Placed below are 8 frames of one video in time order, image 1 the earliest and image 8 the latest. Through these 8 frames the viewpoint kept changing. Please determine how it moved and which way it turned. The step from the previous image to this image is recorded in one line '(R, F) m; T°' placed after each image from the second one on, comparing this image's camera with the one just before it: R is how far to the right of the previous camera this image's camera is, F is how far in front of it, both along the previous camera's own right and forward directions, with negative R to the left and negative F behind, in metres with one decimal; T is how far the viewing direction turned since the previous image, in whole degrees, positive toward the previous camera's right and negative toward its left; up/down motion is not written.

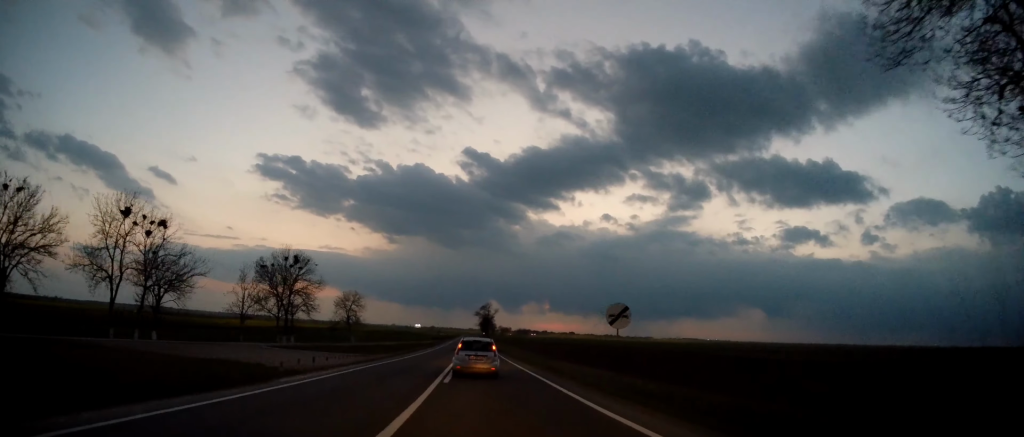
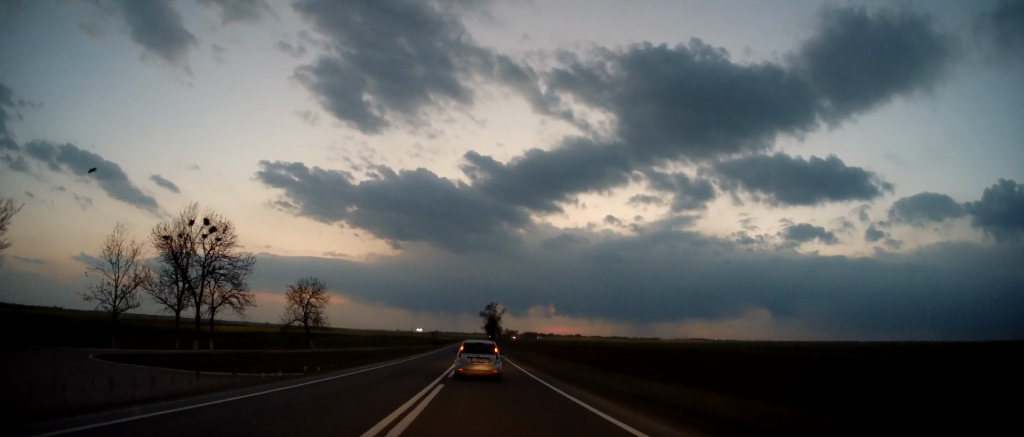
(-1.0, +23.0) m; -3°
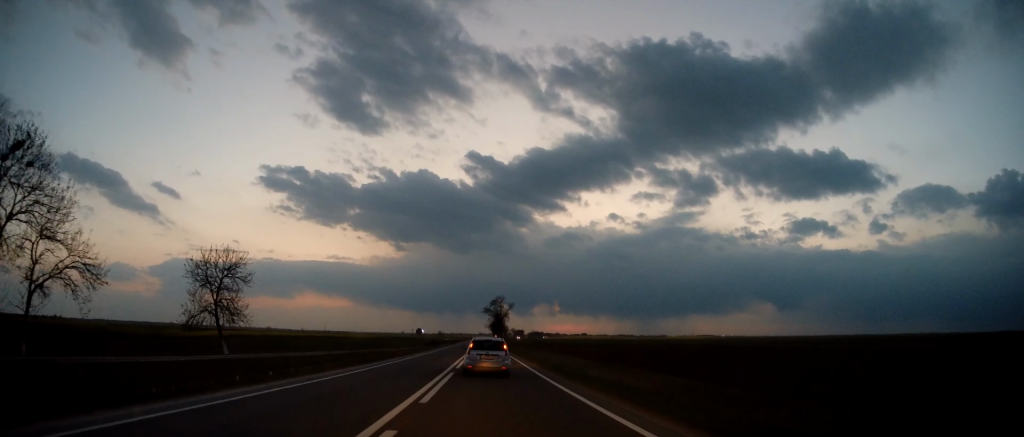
(-0.1, +23.2) m; +1°
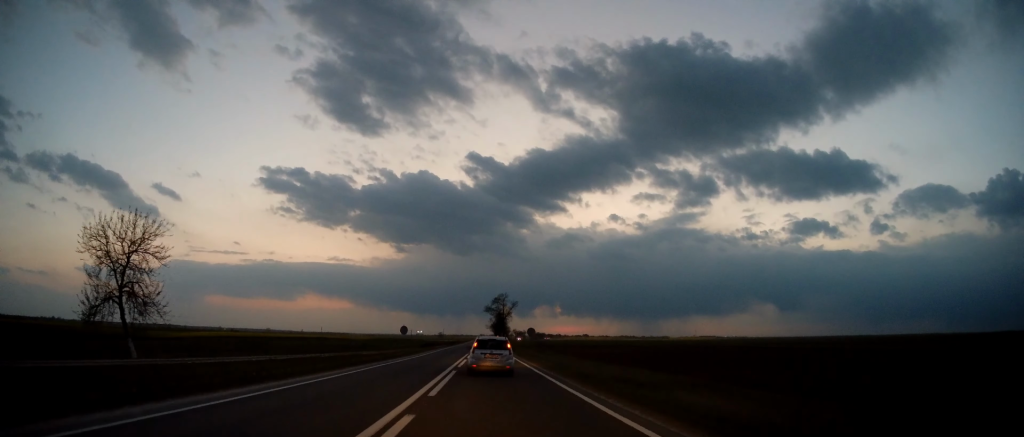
(+0.3, +12.5) m; 0°
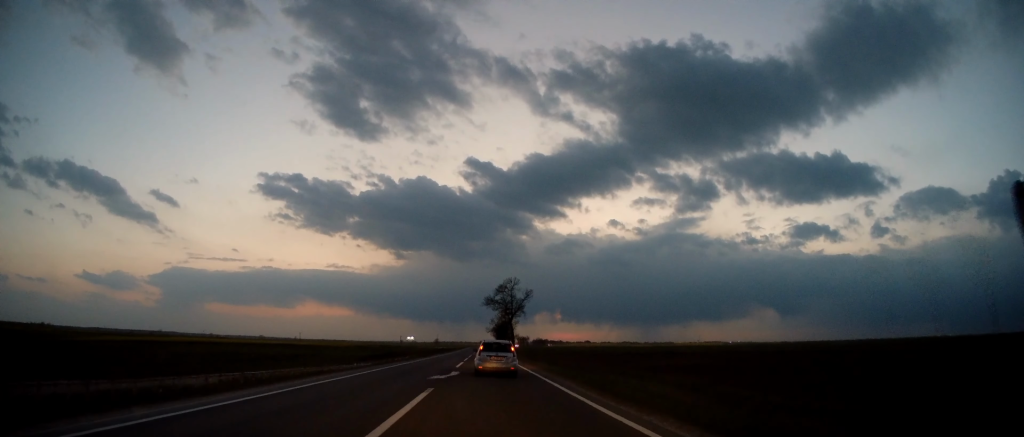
(-0.7, +46.8) m; 0°
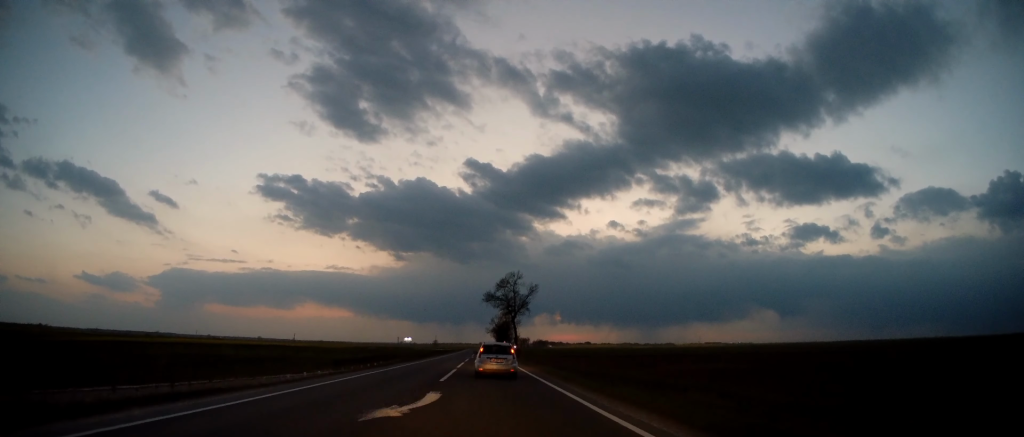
(-0.1, +10.1) m; +1°
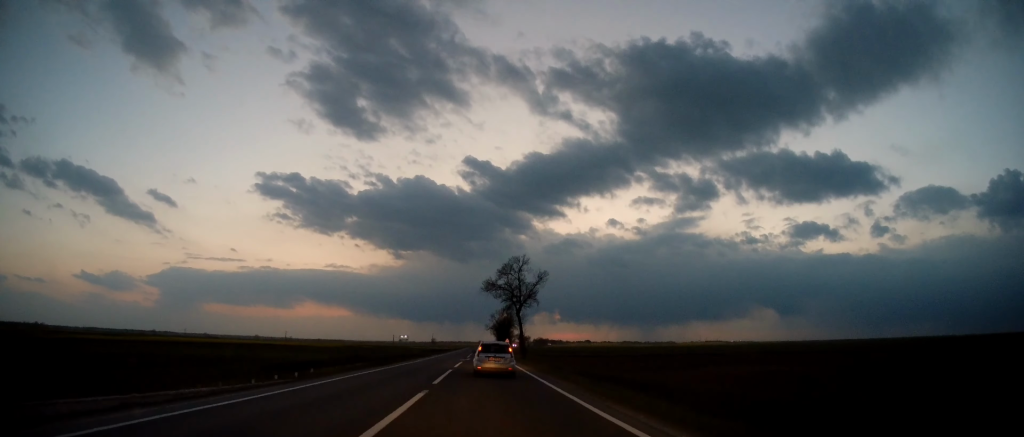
(+0.4, +14.7) m; 0°
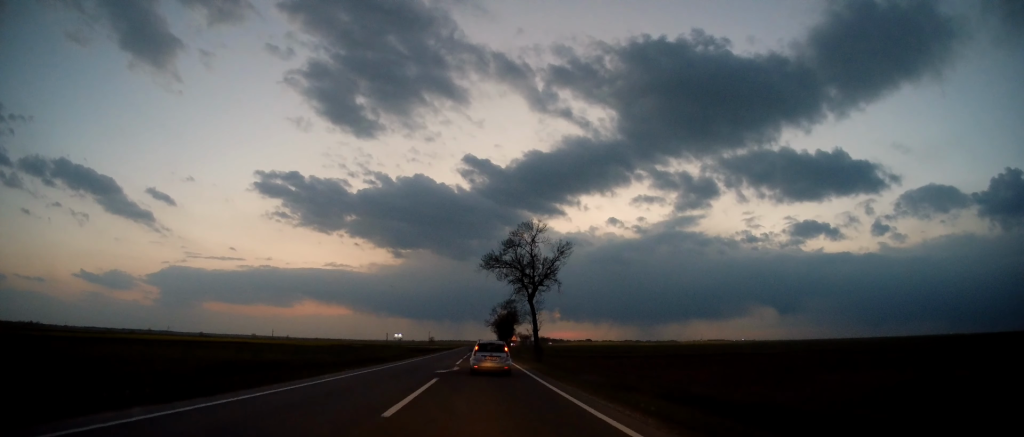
(-0.2, +20.9) m; -1°
